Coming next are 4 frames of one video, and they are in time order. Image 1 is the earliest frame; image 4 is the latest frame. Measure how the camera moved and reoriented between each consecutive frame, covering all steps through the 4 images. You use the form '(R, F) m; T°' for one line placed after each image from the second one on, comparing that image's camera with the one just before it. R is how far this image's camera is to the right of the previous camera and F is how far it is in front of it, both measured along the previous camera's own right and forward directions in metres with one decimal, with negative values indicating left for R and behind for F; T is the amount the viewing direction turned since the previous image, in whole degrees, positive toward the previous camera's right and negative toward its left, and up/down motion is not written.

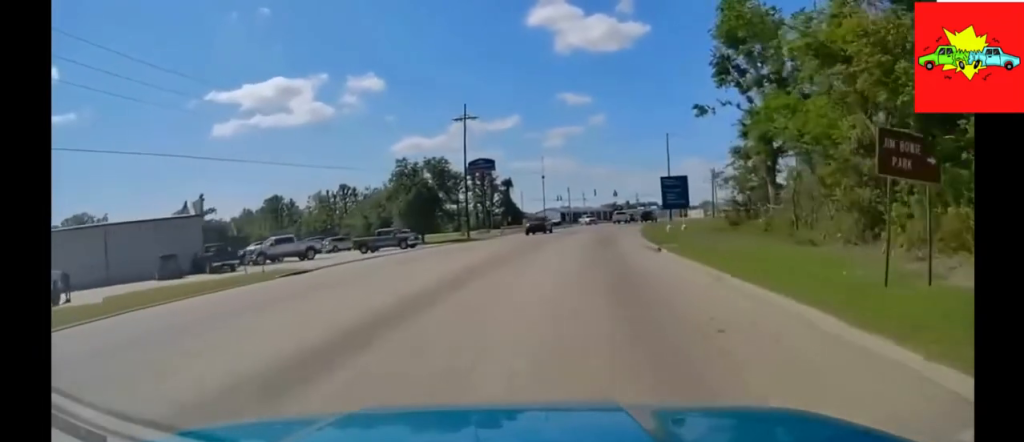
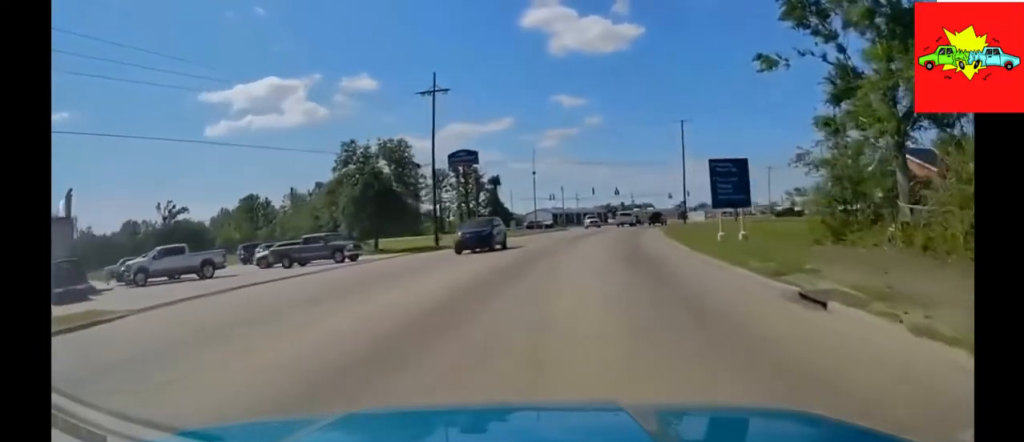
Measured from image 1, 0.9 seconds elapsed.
(0.0, +13.2) m; 0°
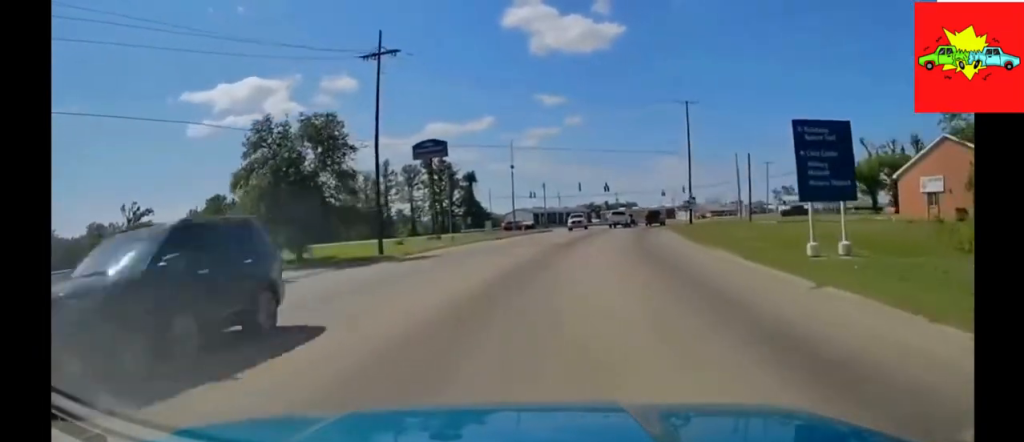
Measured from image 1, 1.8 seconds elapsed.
(0.0, +10.6) m; 0°
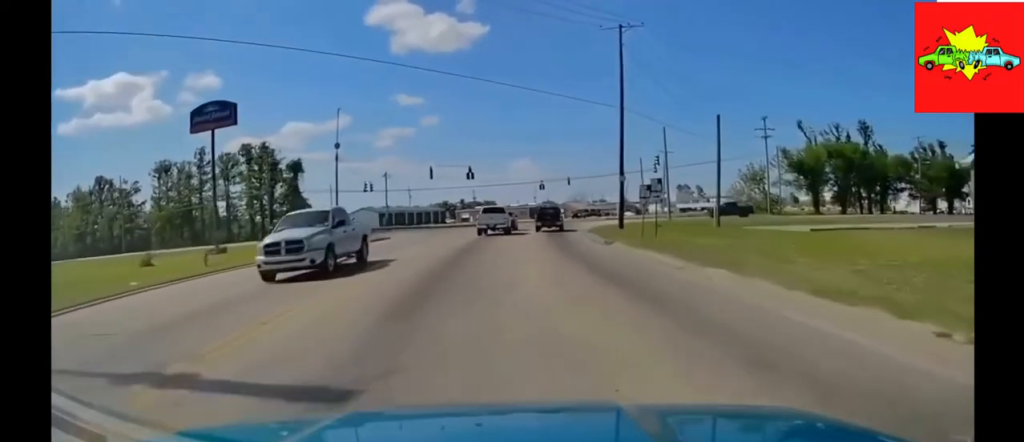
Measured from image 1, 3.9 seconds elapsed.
(0.0, +22.2) m; 0°
